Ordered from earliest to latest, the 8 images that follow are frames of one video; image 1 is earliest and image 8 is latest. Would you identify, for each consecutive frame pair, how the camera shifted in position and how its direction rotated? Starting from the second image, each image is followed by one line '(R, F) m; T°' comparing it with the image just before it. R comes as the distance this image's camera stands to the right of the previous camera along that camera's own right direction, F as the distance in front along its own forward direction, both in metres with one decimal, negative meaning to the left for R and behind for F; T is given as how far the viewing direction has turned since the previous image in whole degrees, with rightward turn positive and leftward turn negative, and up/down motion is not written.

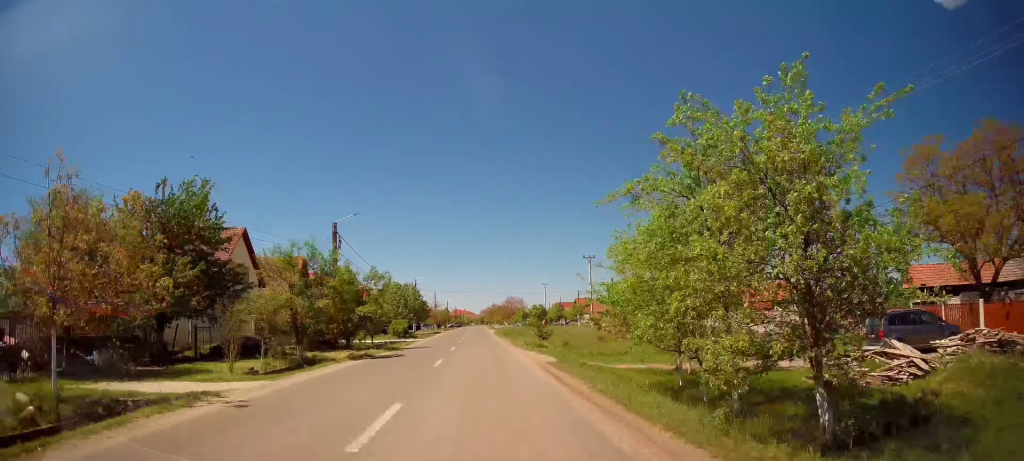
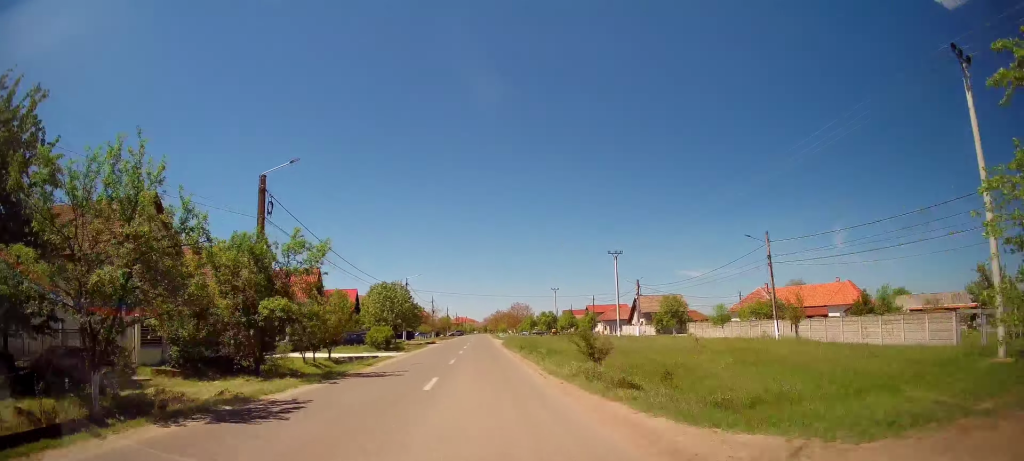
(+0.5, +13.0) m; +1°
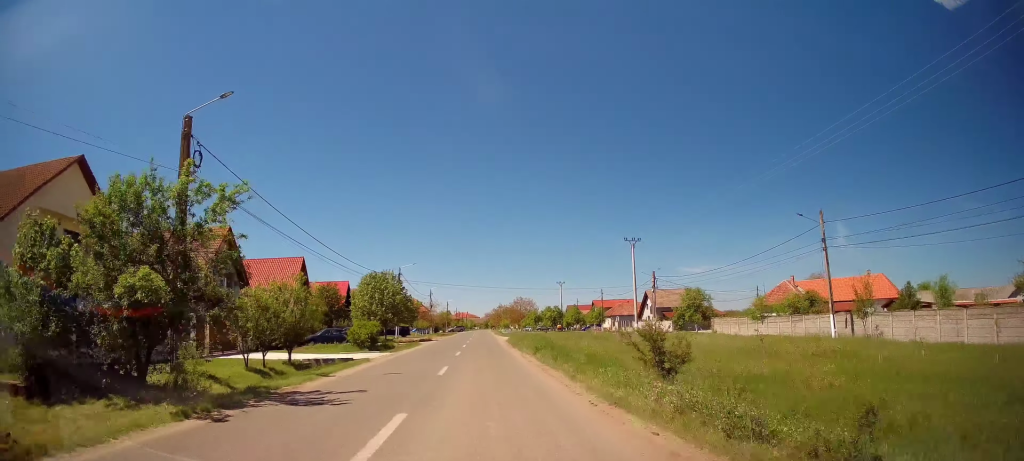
(0.0, +6.6) m; 0°
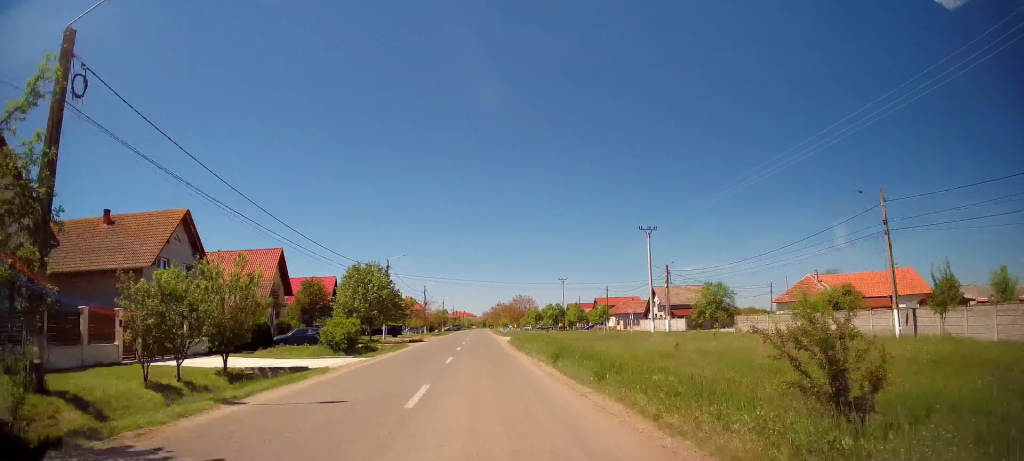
(-0.2, +6.0) m; -1°
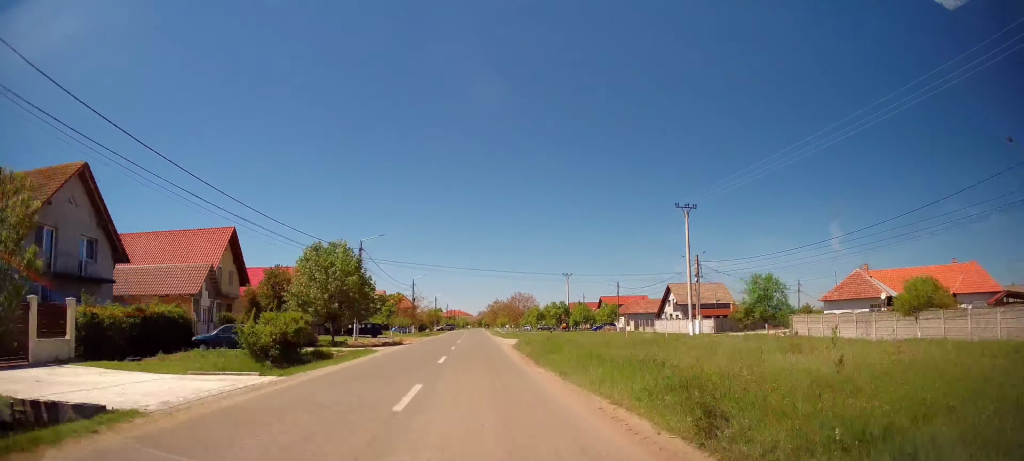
(0.0, +10.2) m; -1°
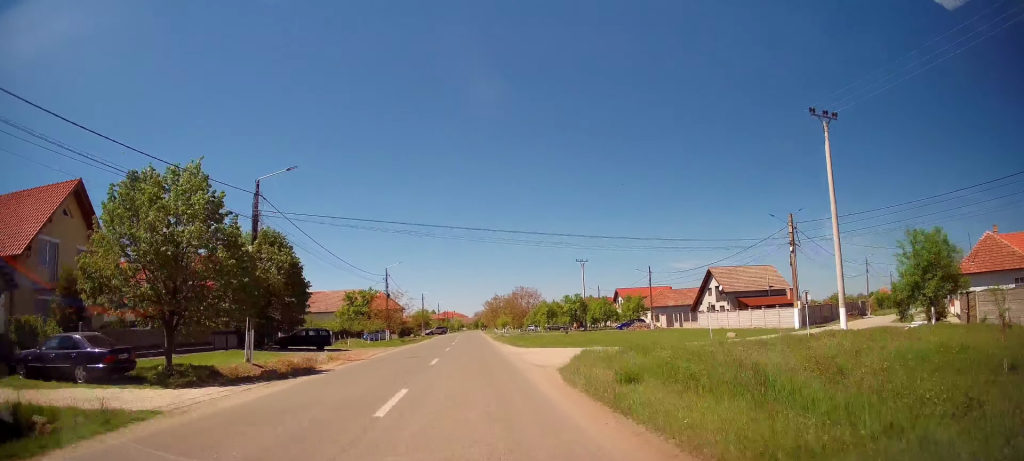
(-0.2, +18.6) m; 0°
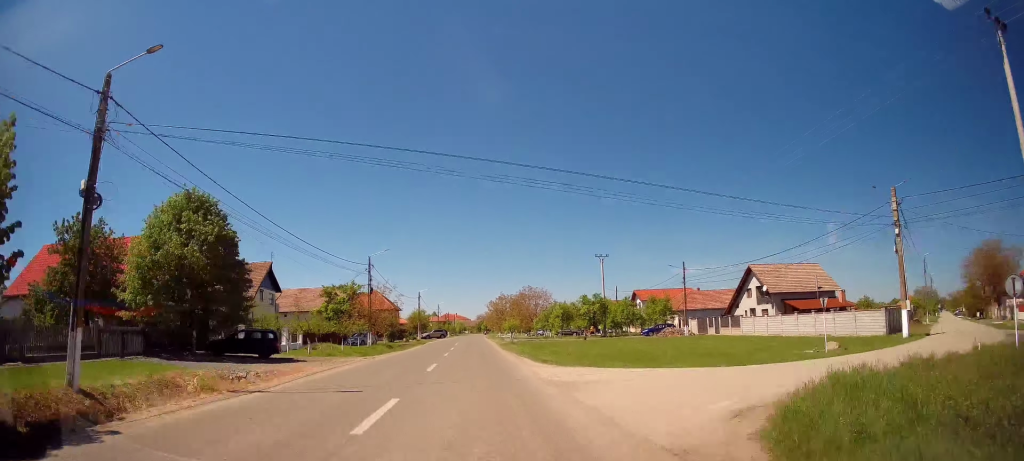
(0.0, +10.8) m; 0°
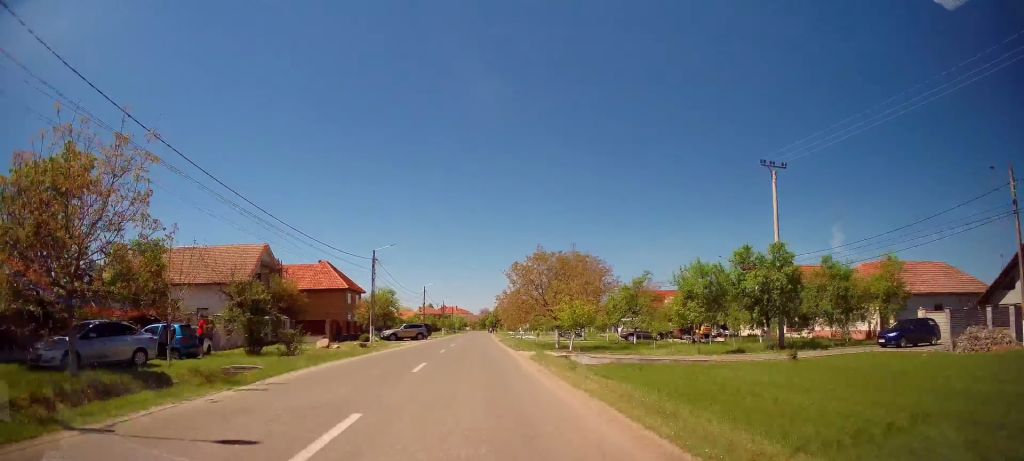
(-0.3, +41.8) m; 0°
